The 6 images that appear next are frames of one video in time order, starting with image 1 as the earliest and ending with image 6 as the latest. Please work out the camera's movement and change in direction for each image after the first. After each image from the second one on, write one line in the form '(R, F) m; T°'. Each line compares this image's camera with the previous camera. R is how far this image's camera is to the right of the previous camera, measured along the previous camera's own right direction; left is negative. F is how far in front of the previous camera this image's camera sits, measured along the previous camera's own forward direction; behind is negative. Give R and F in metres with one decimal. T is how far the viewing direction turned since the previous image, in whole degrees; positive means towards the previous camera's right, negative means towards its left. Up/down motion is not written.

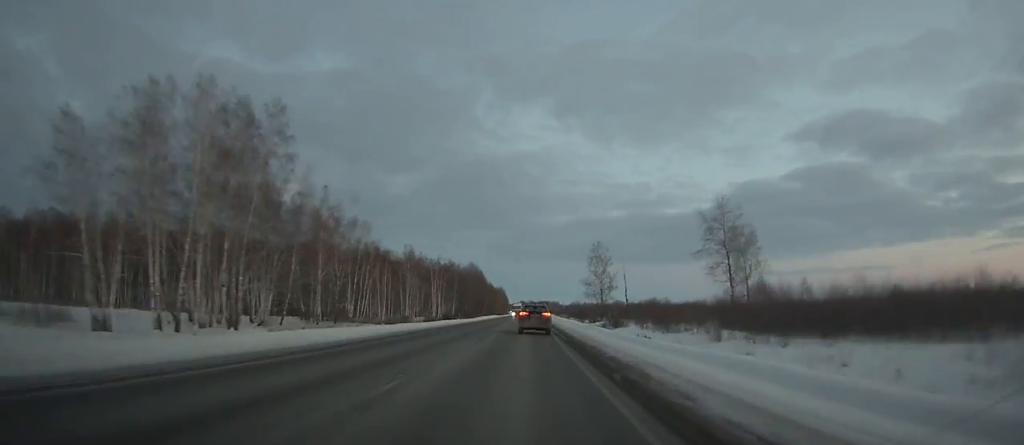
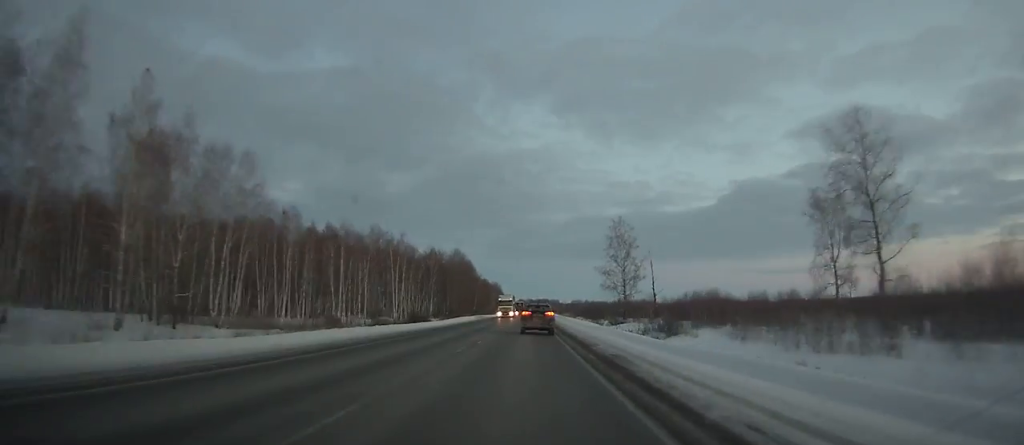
(+0.1, +40.1) m; 0°
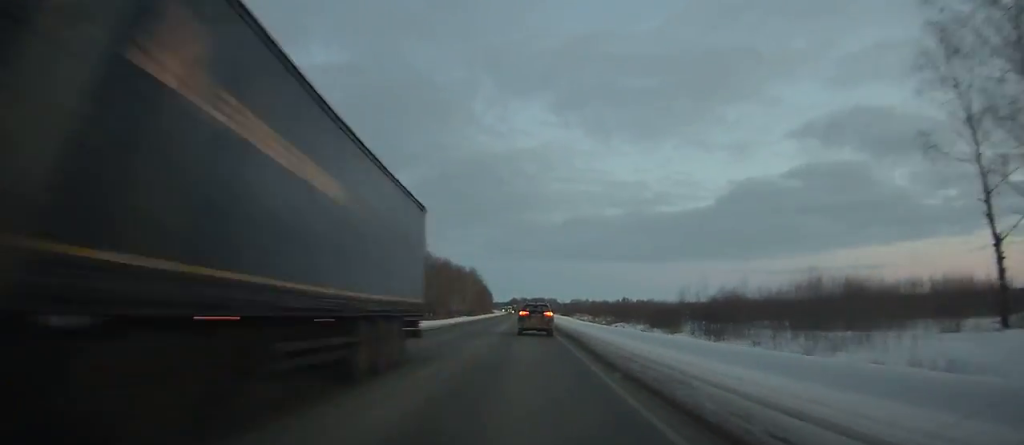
(+0.4, +103.1) m; 0°
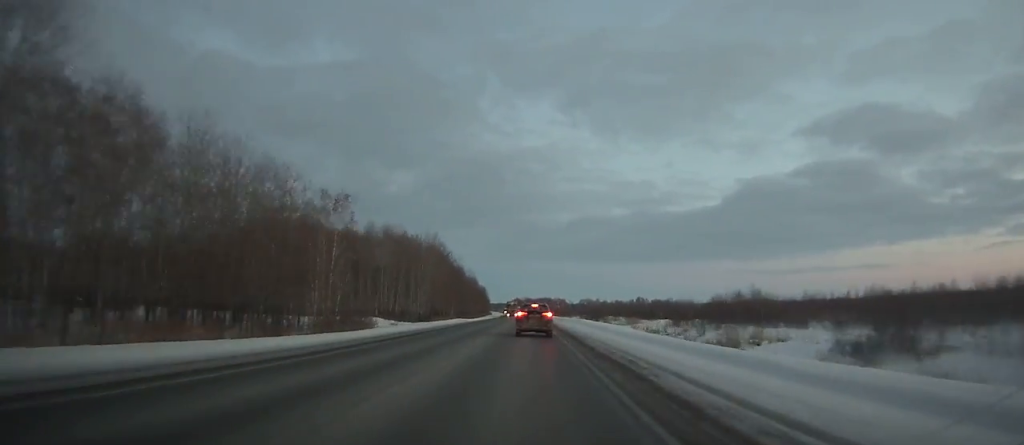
(+0.2, +81.4) m; 0°
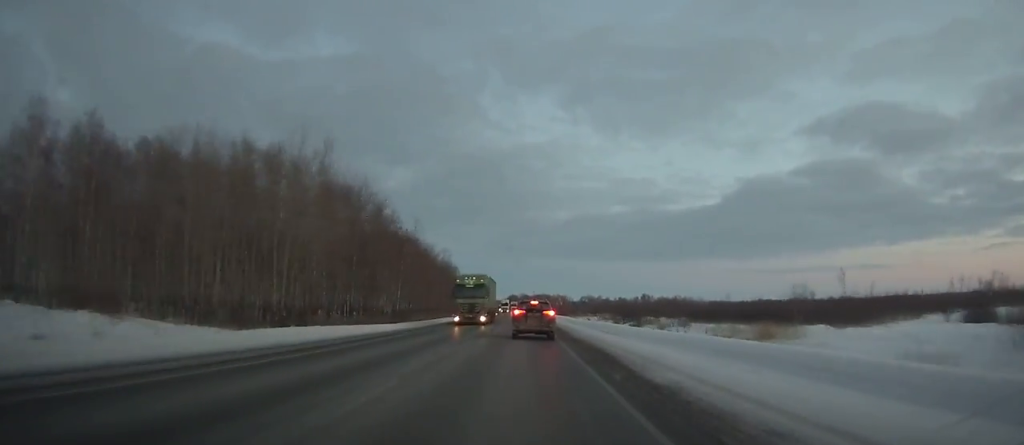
(0.0, +53.7) m; 0°
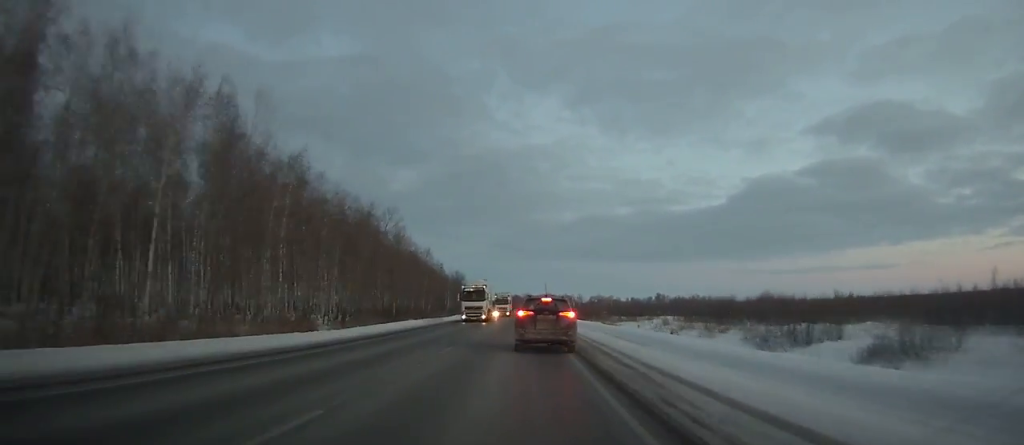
(-0.2, +61.6) m; 0°
